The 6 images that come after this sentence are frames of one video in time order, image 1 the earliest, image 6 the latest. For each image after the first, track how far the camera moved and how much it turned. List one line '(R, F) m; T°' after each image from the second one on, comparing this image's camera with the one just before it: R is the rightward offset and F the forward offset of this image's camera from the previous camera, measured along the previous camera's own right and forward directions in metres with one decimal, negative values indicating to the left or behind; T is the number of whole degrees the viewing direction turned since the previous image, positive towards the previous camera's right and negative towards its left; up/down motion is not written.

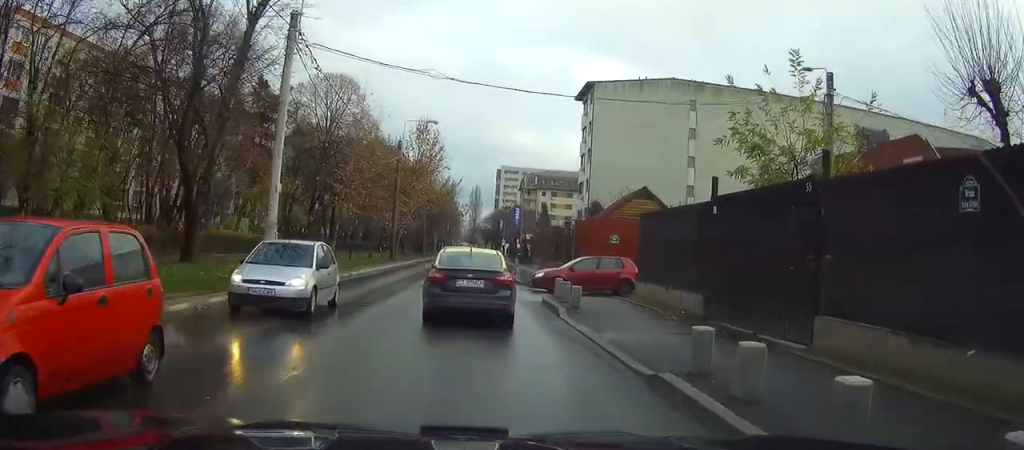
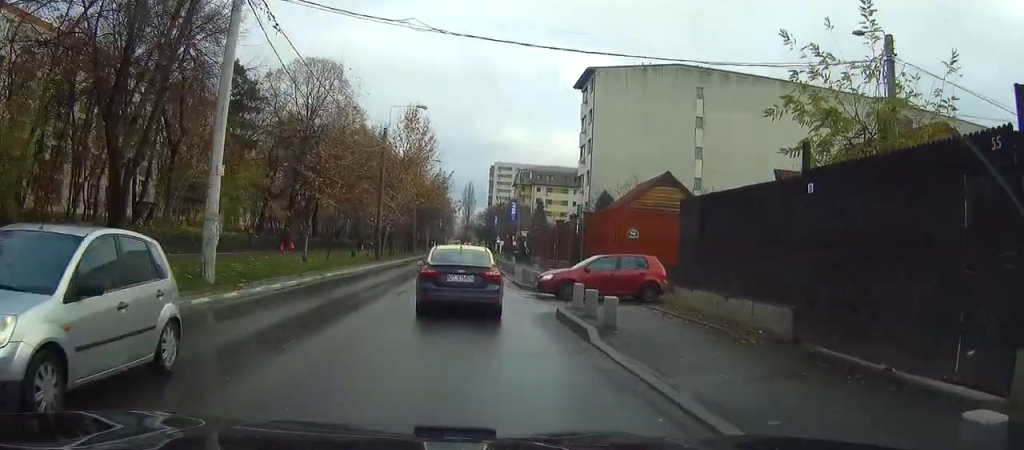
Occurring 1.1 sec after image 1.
(-0.1, +5.7) m; -3°
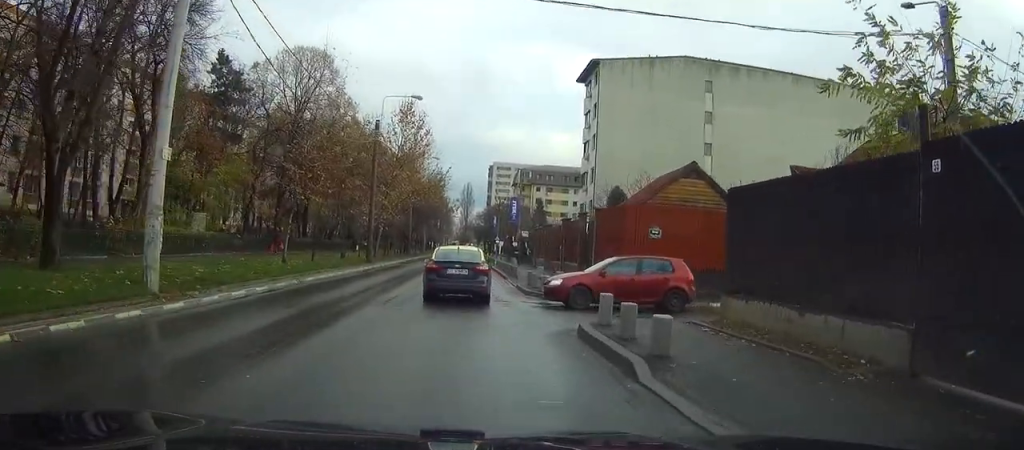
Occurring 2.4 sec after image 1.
(-0.2, +4.7) m; -3°
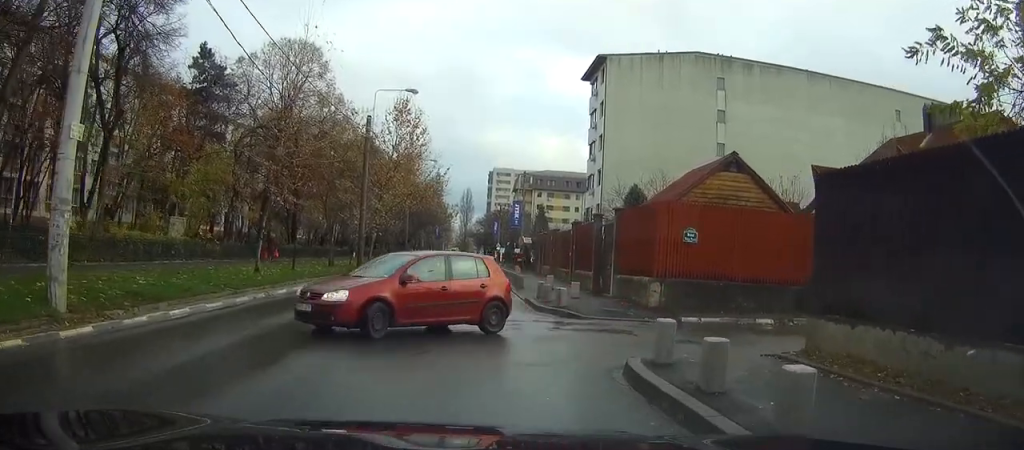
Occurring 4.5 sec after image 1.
(+0.1, +4.6) m; +2°
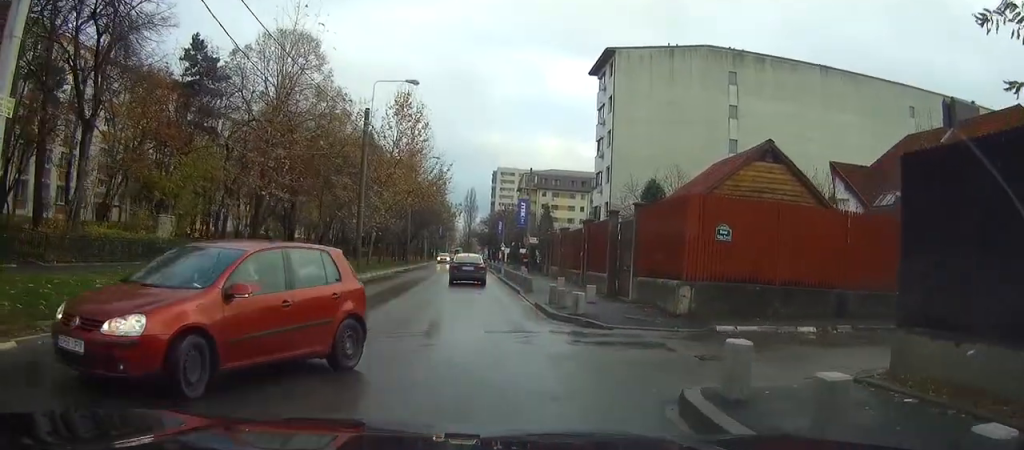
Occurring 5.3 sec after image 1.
(0.0, +1.8) m; -4°
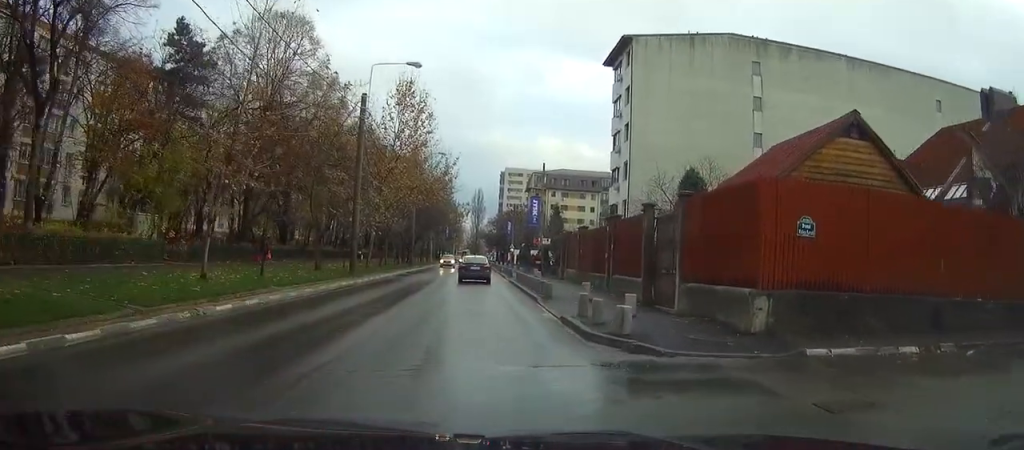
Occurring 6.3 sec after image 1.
(-0.2, +3.3) m; 0°
